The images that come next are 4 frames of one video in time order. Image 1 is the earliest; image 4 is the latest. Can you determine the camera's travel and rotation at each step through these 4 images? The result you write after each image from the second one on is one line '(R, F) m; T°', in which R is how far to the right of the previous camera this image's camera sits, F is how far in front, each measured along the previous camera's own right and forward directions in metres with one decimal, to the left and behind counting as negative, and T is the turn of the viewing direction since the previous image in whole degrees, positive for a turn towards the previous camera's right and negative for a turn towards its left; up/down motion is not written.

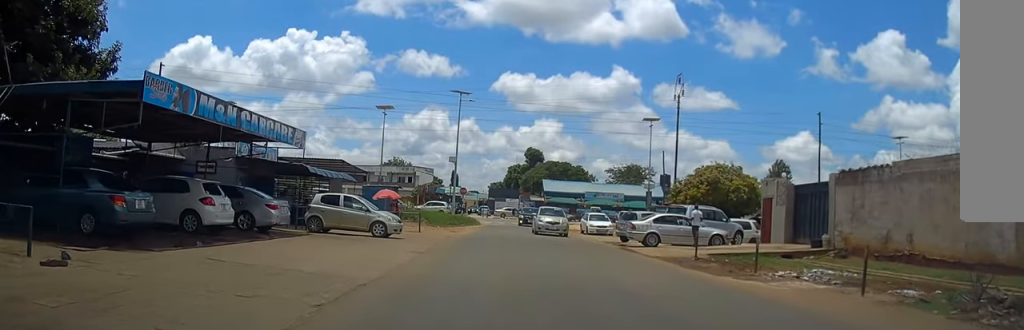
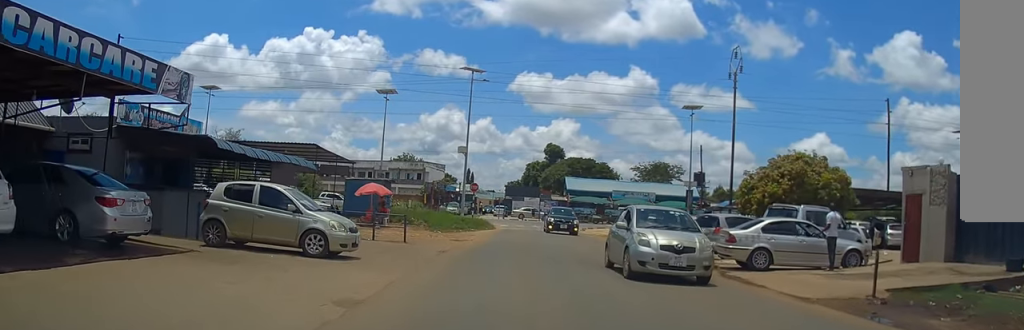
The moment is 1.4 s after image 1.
(0.0, +10.4) m; -1°
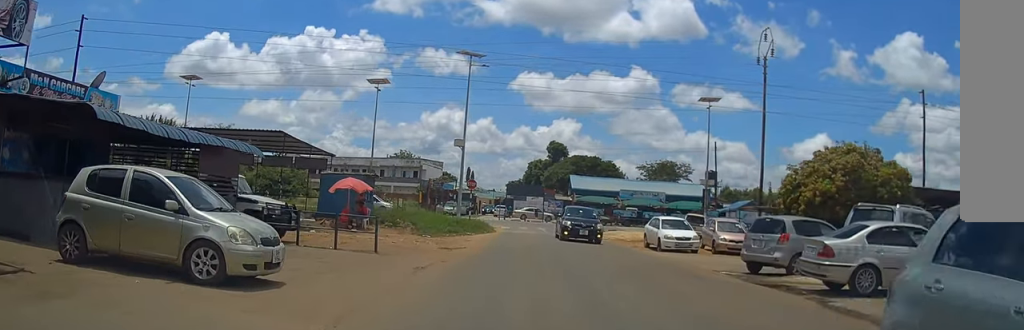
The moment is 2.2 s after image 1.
(-0.2, +5.4) m; 0°
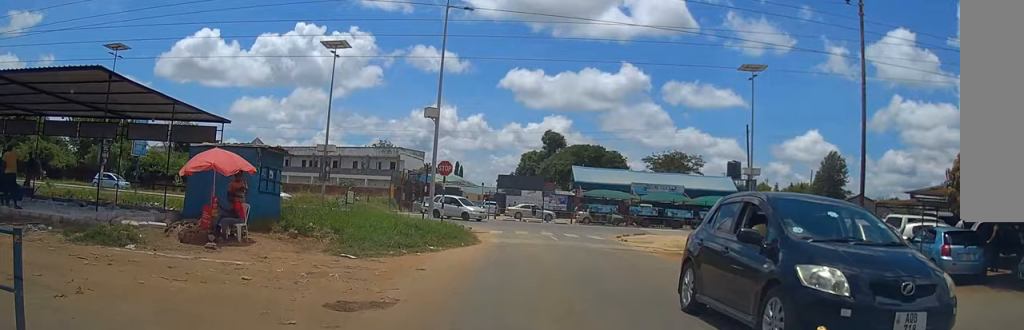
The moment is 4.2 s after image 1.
(+0.2, +13.3) m; +2°
